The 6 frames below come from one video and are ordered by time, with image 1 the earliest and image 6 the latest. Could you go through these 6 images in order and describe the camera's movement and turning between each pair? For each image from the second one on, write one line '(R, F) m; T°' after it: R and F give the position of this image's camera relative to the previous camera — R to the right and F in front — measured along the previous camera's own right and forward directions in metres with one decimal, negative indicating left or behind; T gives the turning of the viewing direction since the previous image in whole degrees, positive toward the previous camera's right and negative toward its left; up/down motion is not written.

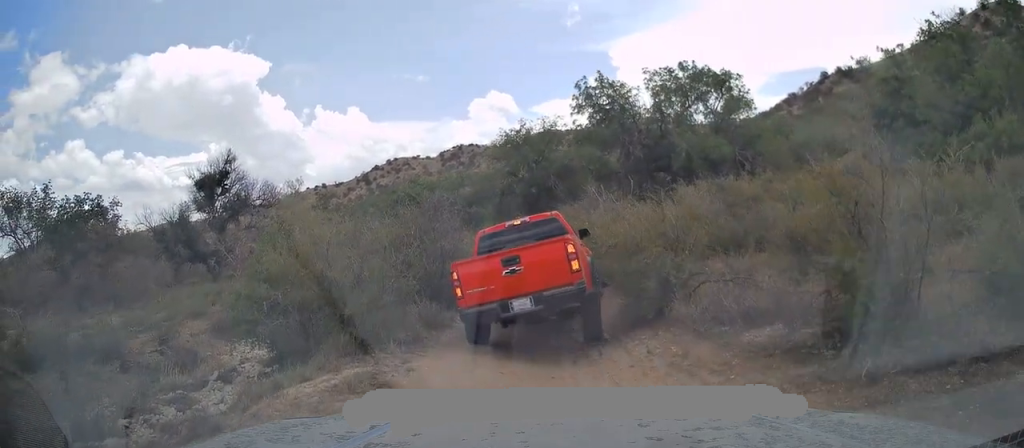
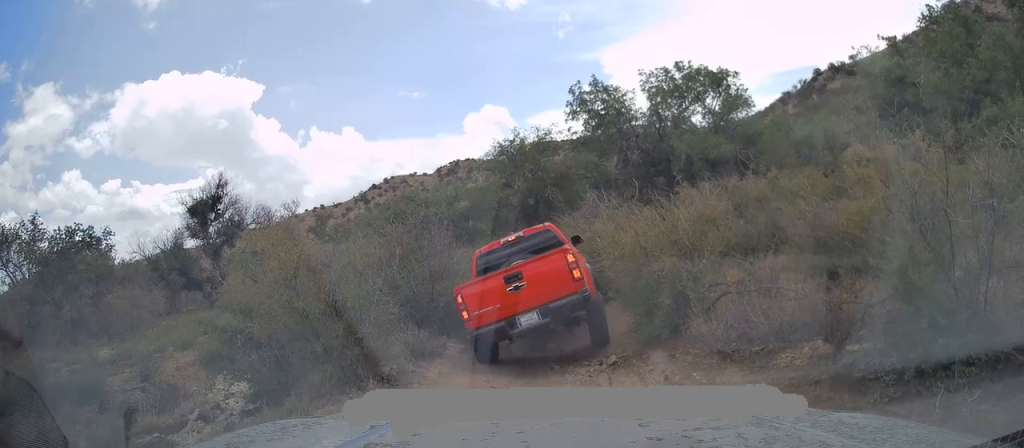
(+0.1, +1.8) m; -1°
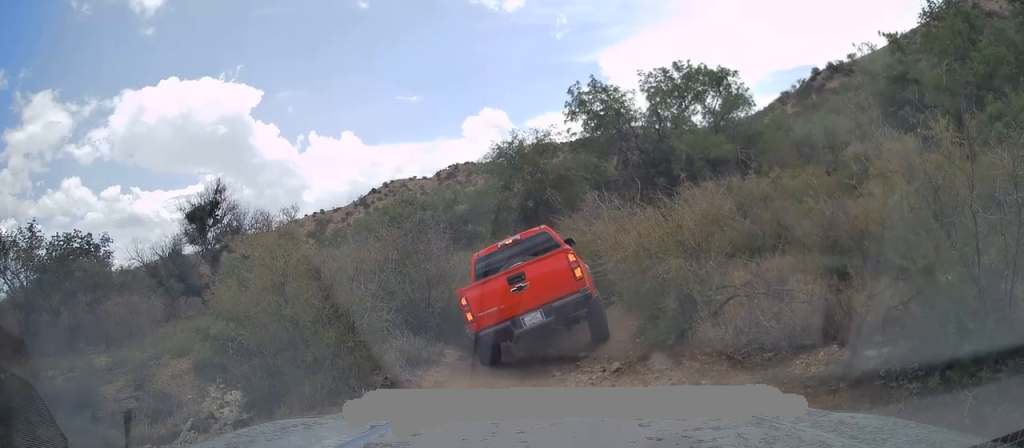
(-0.1, +0.4) m; 0°
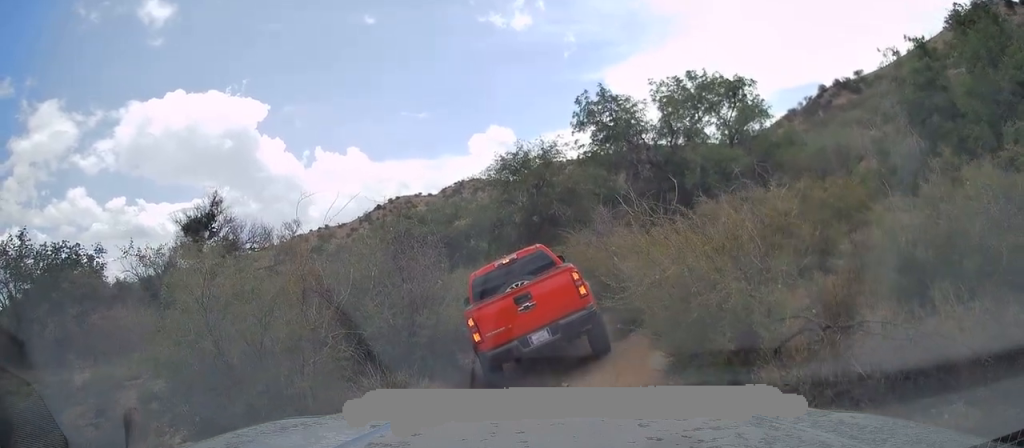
(+0.5, +1.9) m; 0°
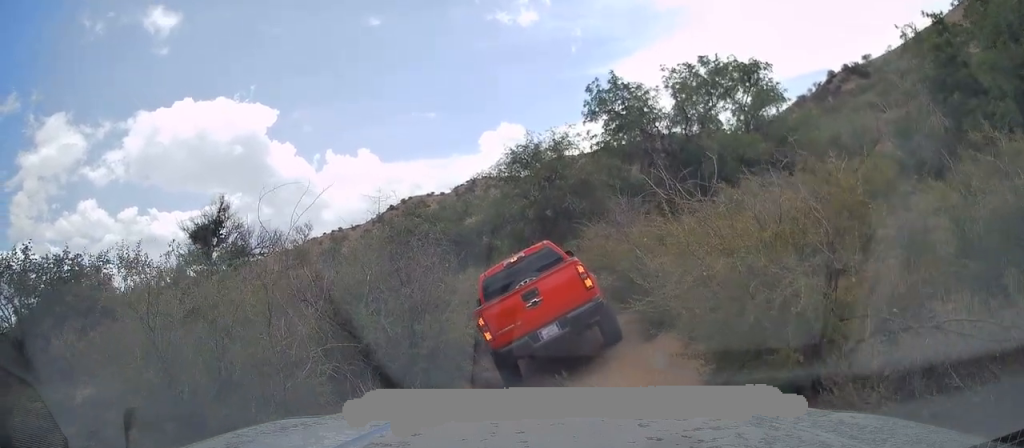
(+0.5, +1.3) m; 0°
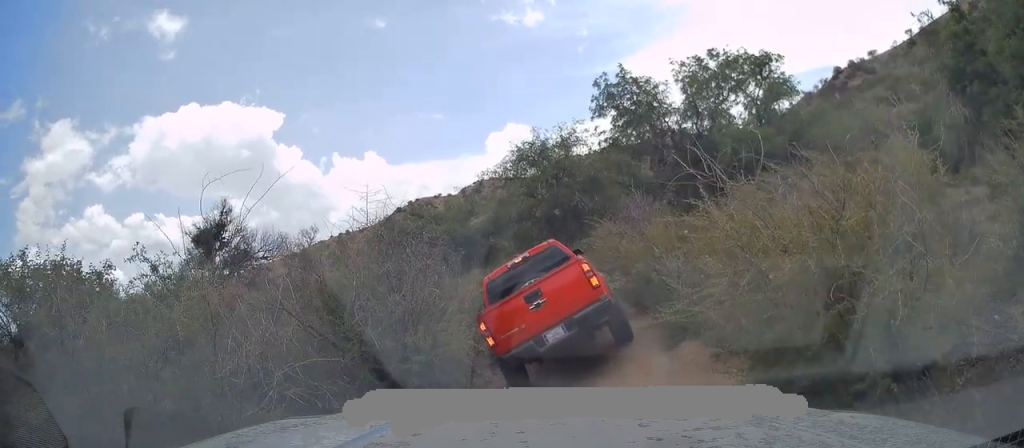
(+0.5, +1.0) m; 0°
